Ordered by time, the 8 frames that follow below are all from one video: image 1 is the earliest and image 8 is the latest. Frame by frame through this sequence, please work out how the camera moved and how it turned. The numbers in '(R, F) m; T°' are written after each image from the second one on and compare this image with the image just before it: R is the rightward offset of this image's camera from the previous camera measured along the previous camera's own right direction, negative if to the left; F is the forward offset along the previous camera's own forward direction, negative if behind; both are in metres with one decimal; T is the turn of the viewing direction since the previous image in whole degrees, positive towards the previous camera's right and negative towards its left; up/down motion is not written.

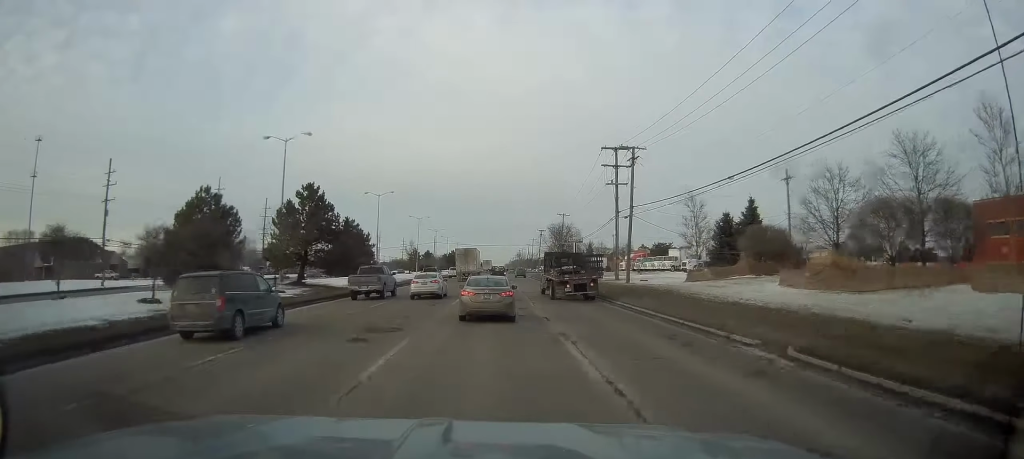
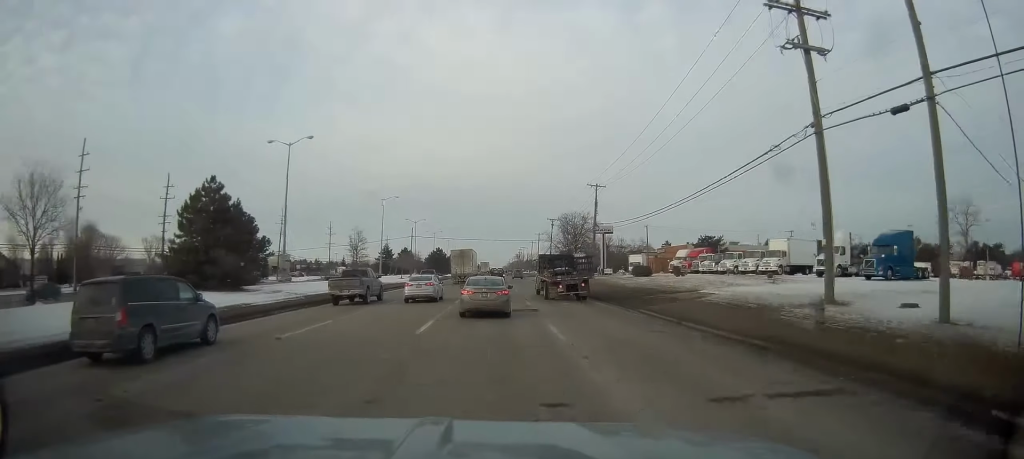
(-0.1, +38.5) m; +1°
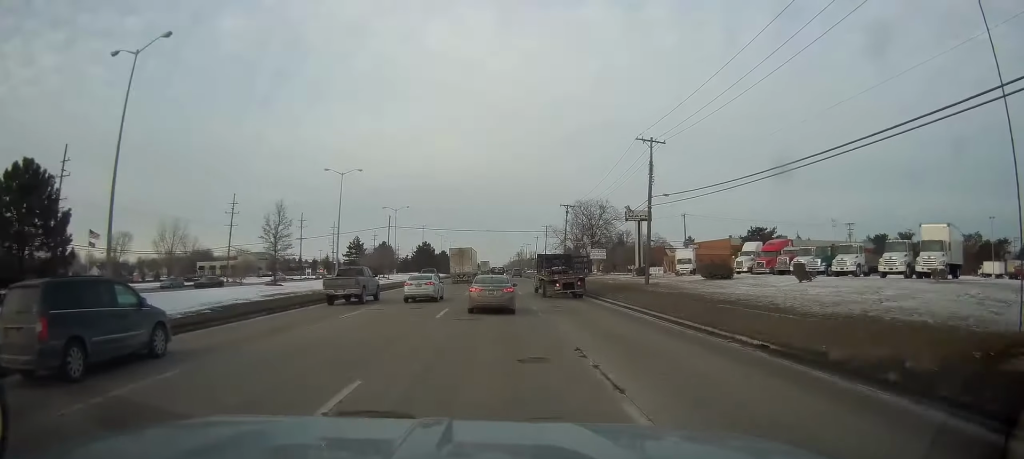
(0.0, +25.8) m; 0°
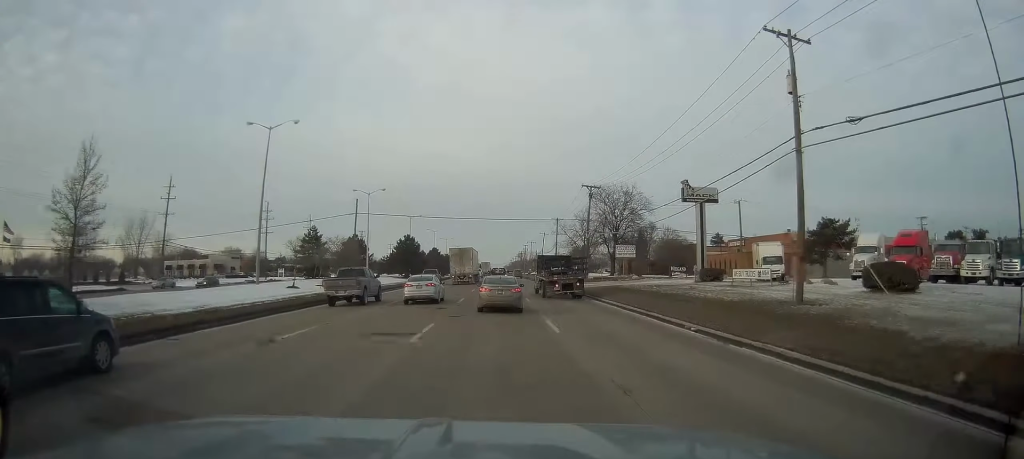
(+0.2, +23.6) m; 0°
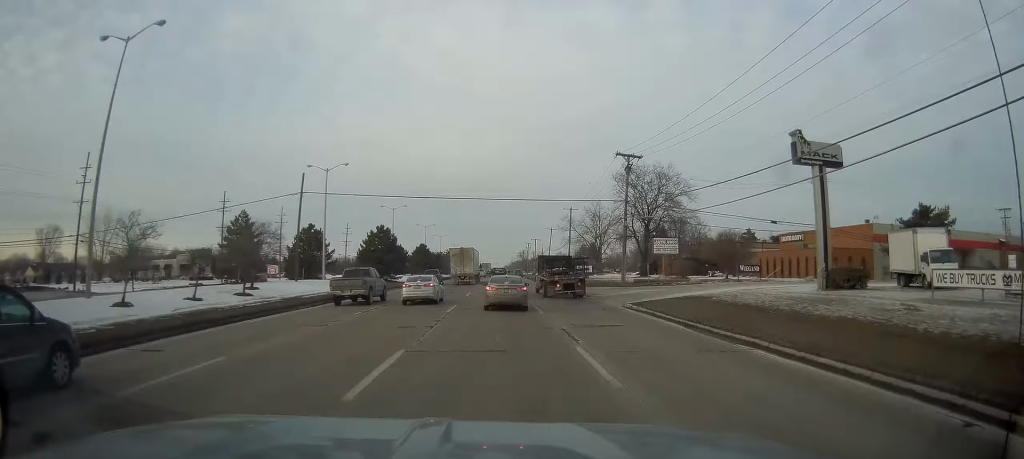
(-0.3, +20.9) m; 0°
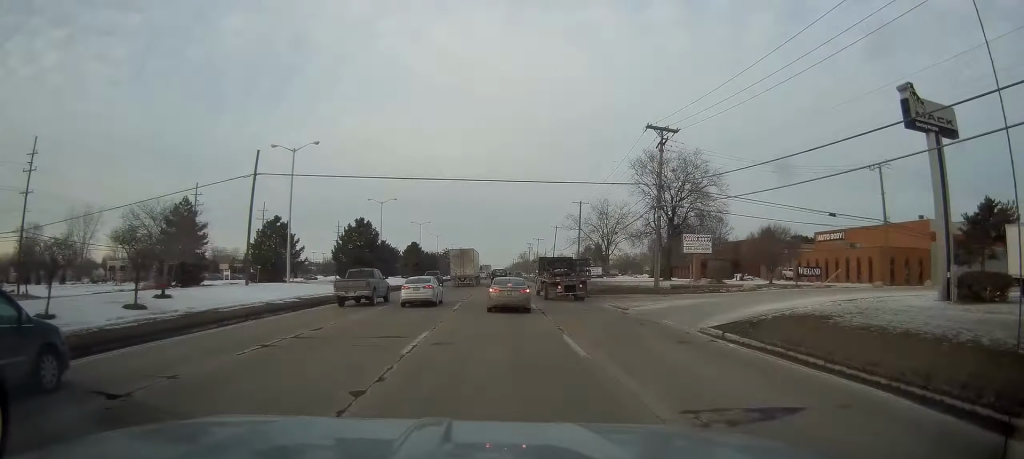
(0.0, +10.4) m; 0°
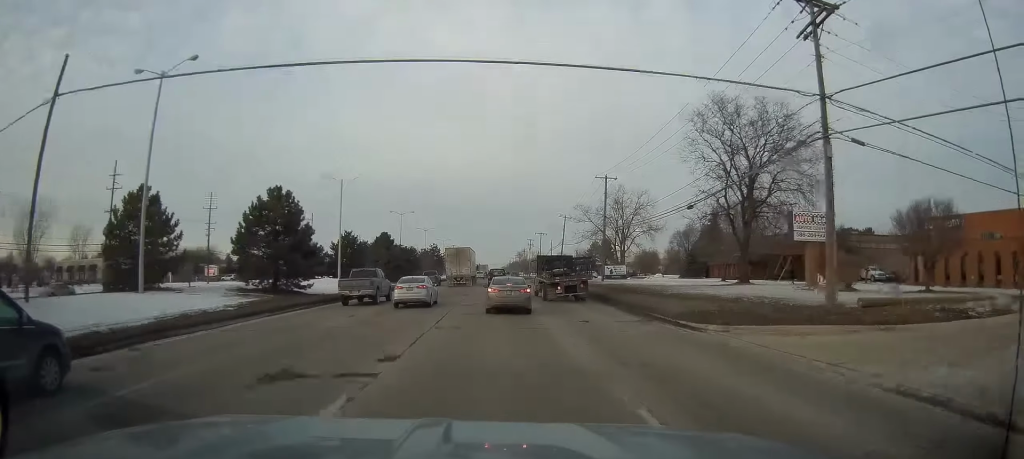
(+0.2, +20.4) m; 0°
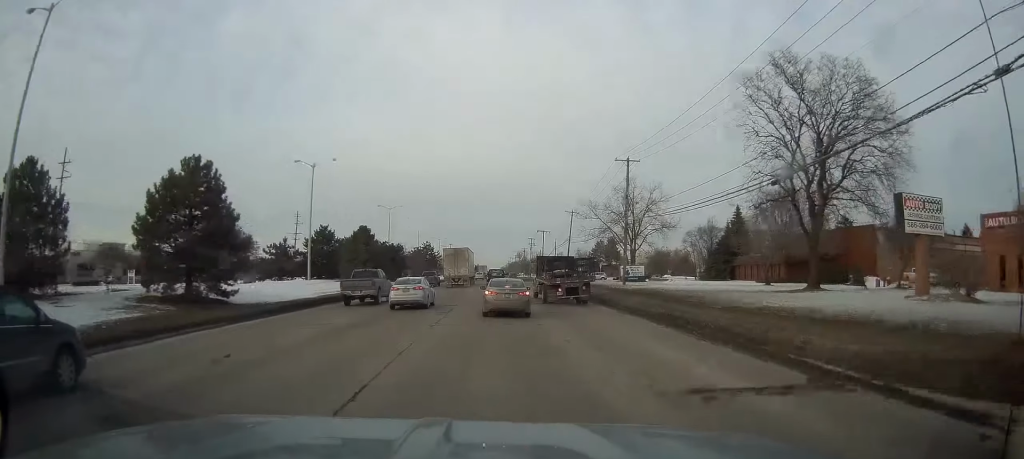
(-0.2, +9.4) m; 0°
